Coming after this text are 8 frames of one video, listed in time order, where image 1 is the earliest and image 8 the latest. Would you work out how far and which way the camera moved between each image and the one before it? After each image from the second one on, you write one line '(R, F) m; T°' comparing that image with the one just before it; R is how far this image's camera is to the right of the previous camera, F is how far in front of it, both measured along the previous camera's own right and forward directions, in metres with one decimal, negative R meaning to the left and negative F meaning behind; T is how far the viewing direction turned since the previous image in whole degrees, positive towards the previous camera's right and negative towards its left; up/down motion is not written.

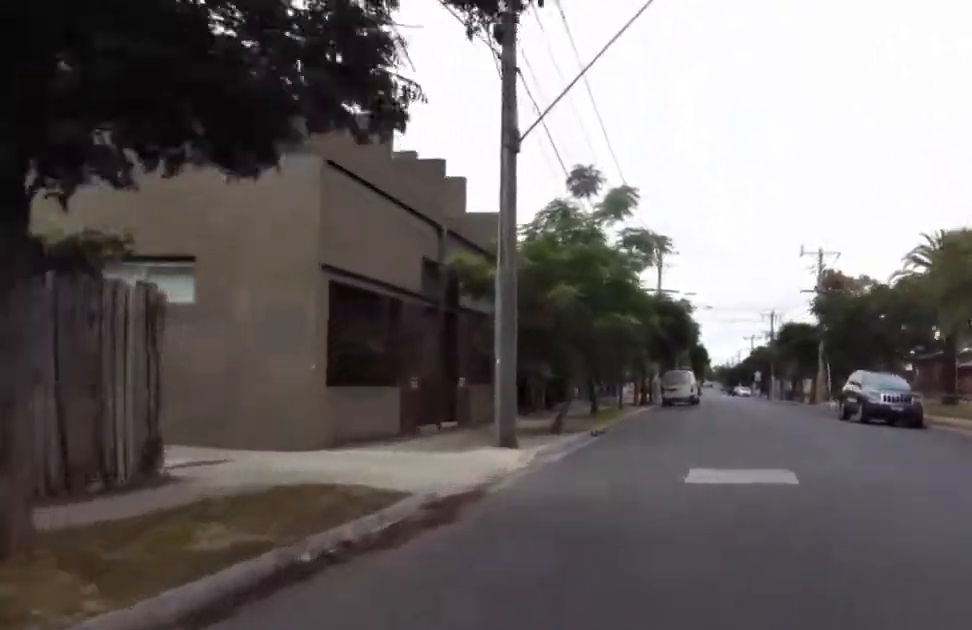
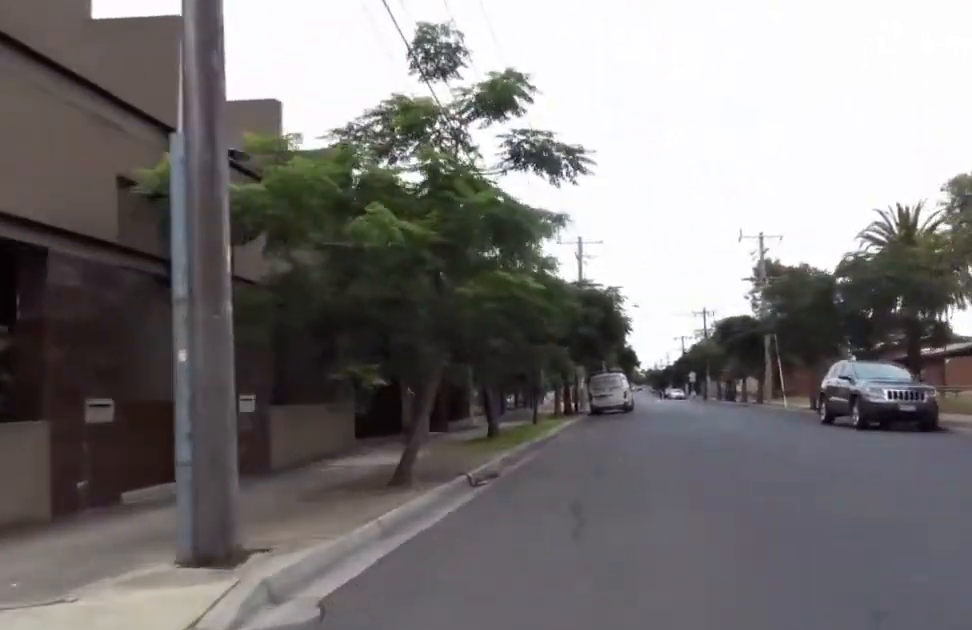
(-0.6, +6.6) m; -3°
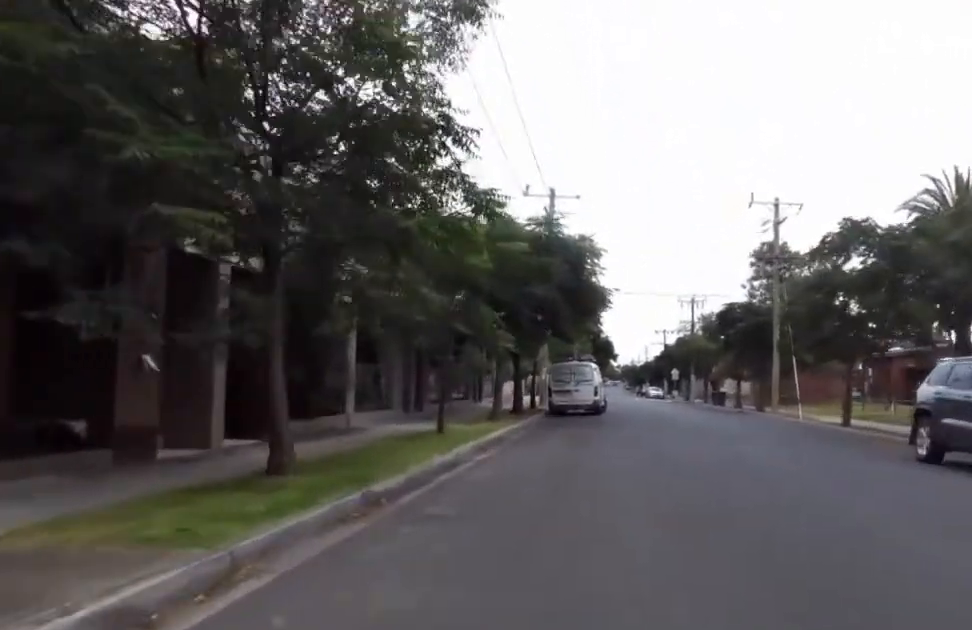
(+0.3, +9.1) m; +2°
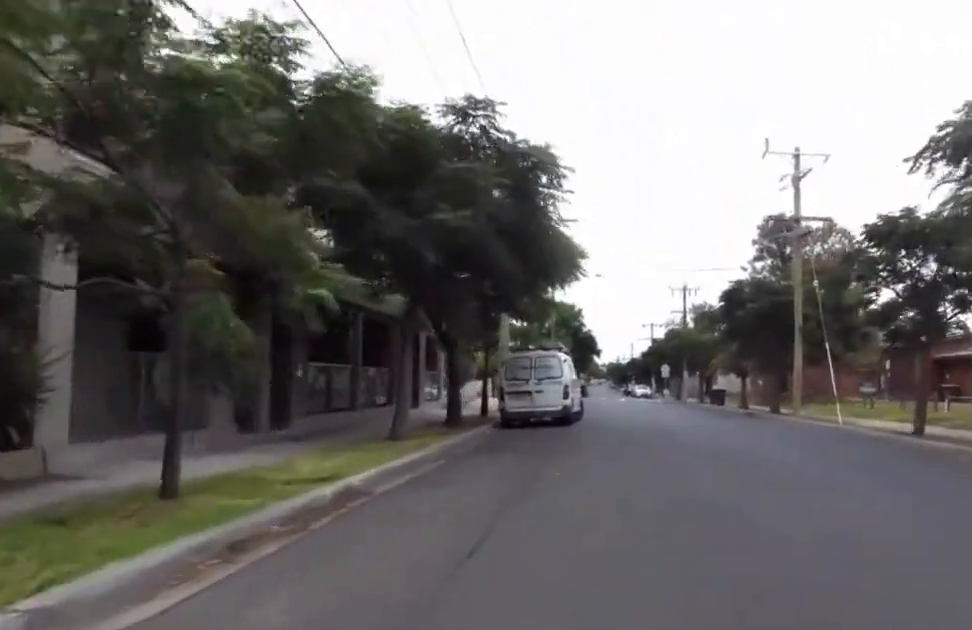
(0.0, +8.0) m; +6°
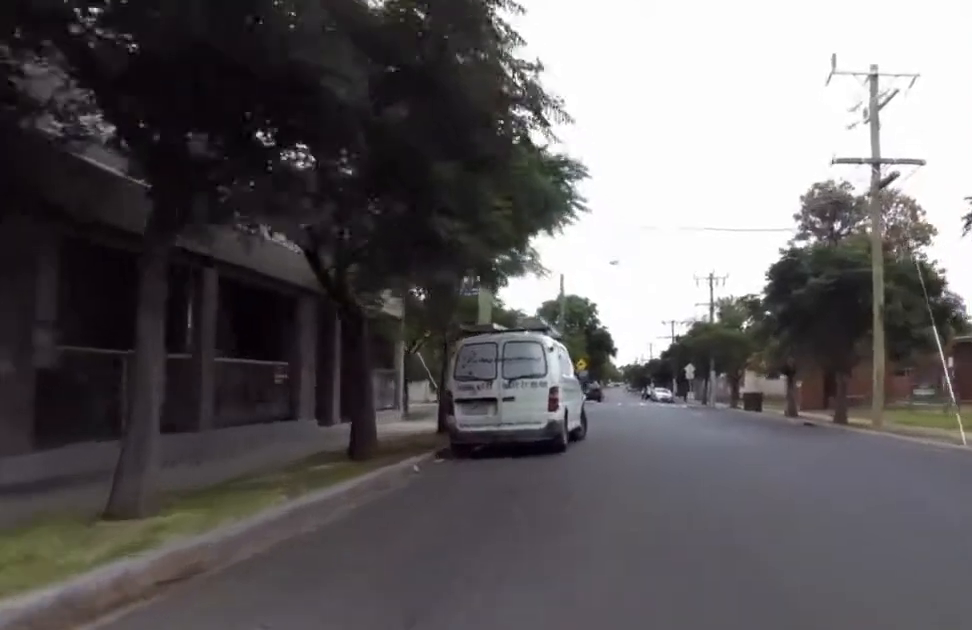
(+0.8, +7.4) m; +3°
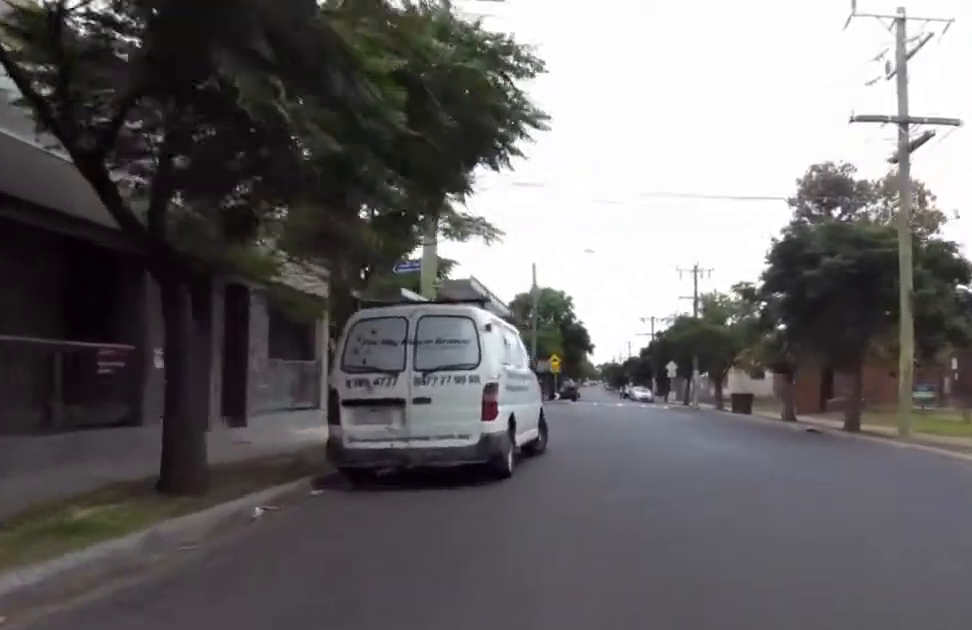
(0.0, +3.9) m; -3°
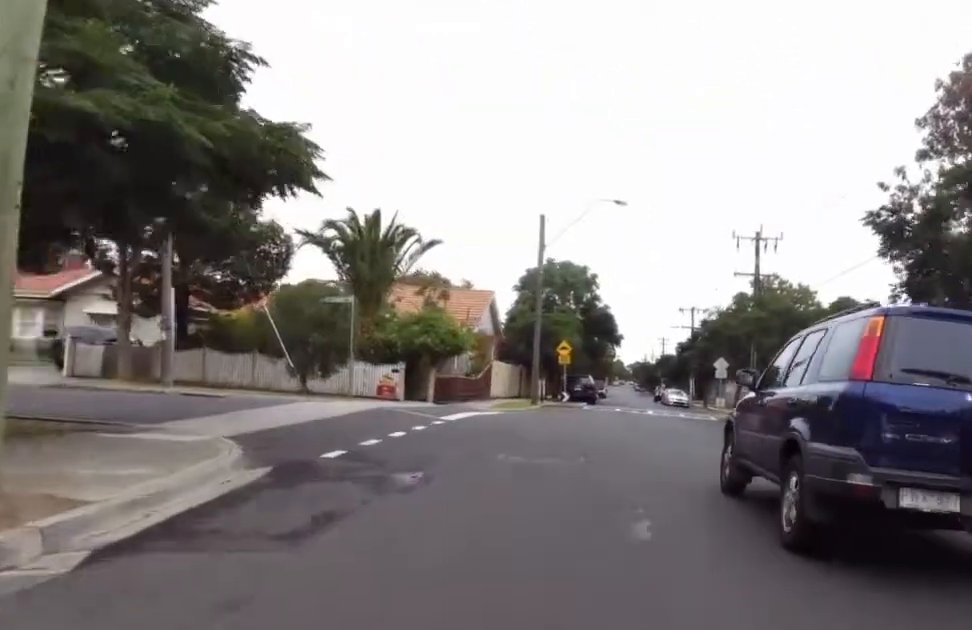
(-1.6, +12.4) m; -5°
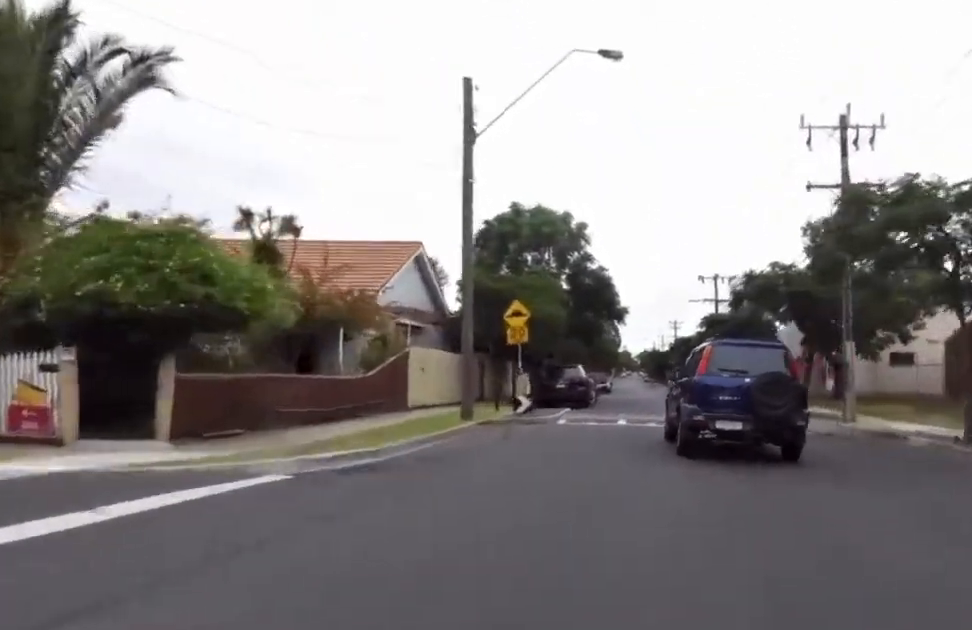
(+0.2, +15.4) m; -1°
